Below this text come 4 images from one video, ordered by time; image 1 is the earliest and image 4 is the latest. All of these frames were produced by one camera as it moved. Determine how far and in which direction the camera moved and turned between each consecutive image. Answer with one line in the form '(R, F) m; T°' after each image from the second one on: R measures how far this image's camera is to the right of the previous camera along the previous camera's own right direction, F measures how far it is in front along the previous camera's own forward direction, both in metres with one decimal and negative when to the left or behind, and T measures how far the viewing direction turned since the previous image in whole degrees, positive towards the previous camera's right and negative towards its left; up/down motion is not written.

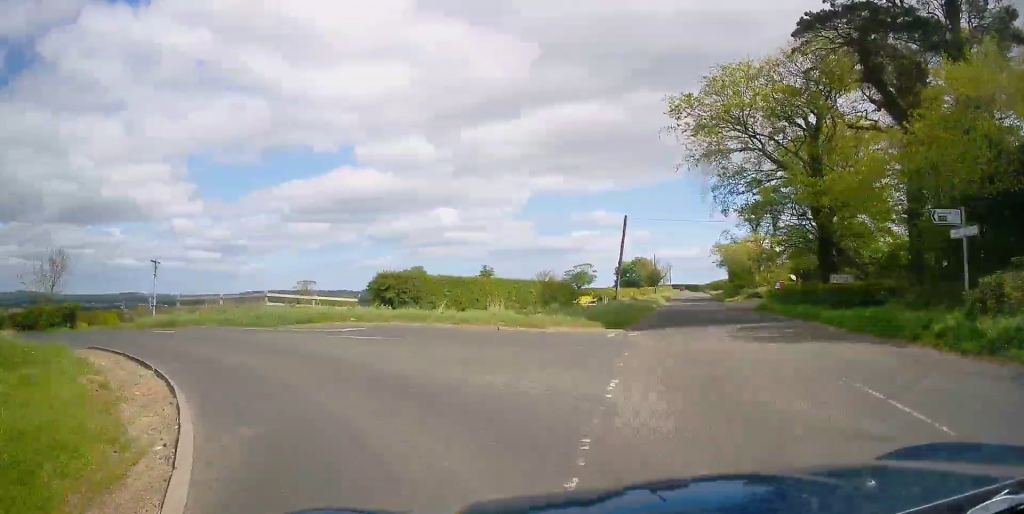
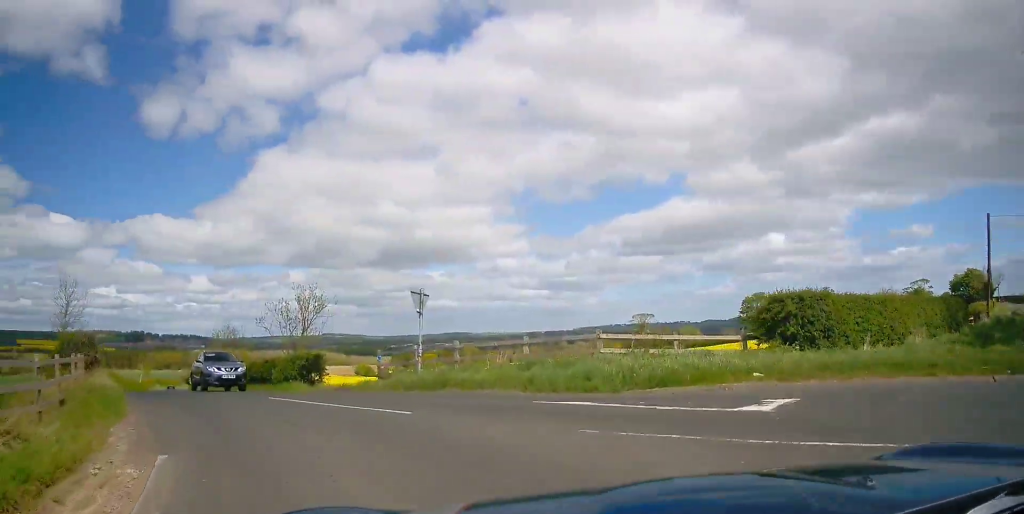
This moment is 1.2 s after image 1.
(-0.6, +8.2) m; -18°
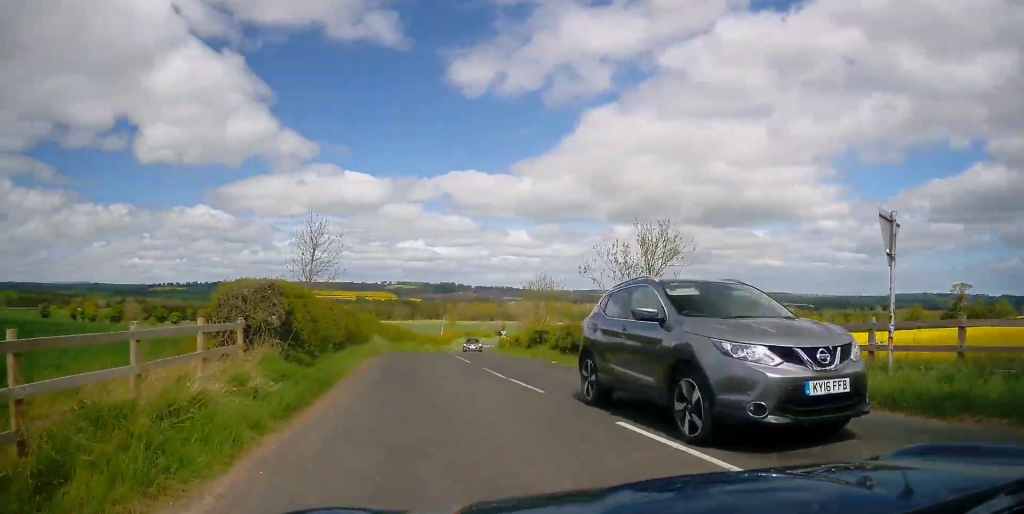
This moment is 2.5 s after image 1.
(-1.9, +6.8) m; -33°
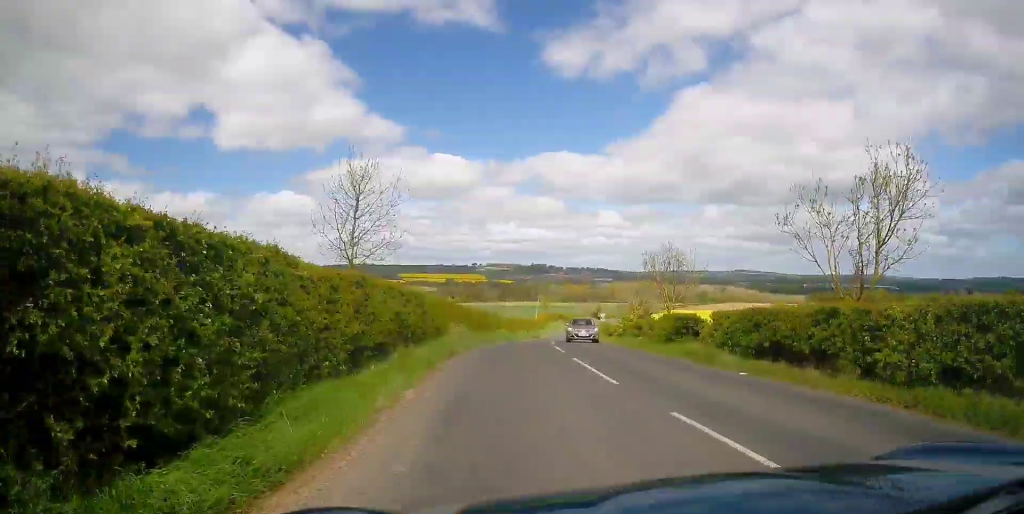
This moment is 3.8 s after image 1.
(-1.6, +7.1) m; -24°
